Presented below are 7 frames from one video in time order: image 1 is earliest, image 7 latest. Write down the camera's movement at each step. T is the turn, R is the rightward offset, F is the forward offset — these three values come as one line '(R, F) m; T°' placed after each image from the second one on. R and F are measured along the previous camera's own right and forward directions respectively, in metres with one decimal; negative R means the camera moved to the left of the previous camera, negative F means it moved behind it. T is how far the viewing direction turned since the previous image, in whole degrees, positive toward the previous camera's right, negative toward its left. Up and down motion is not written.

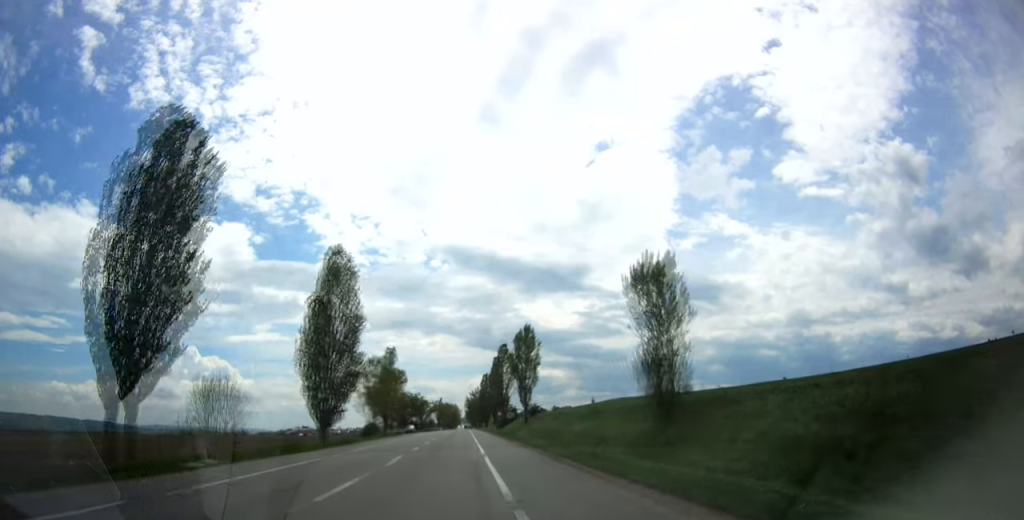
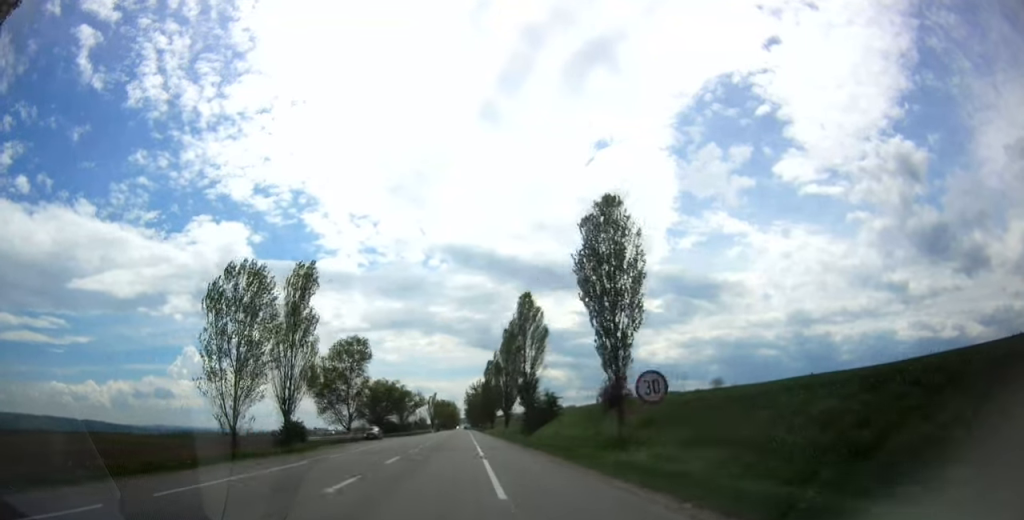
(+0.2, +45.8) m; 0°
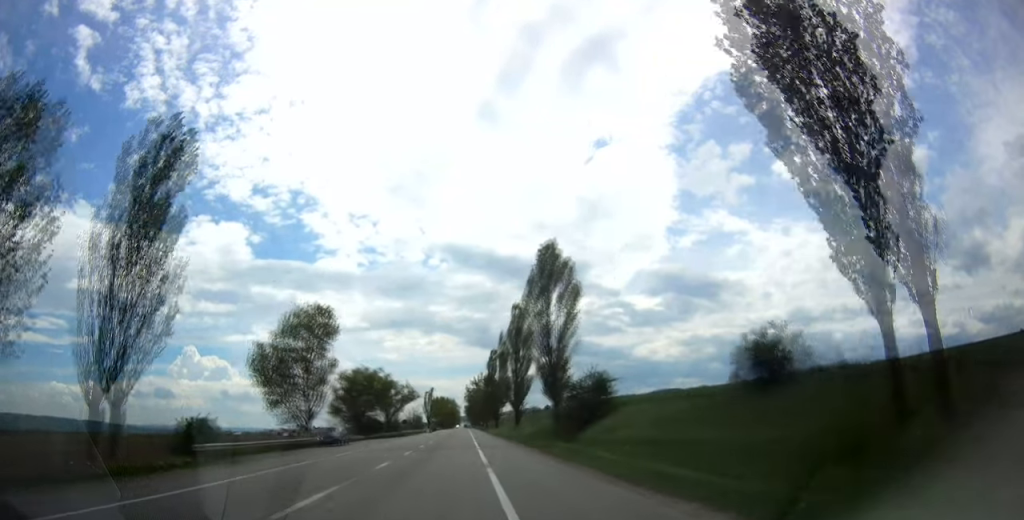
(0.0, +20.7) m; 0°
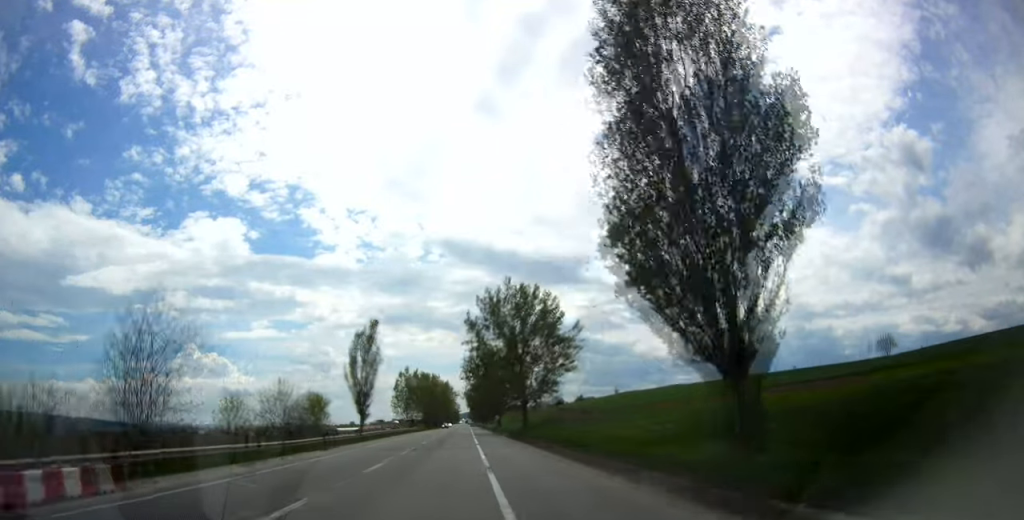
(-0.6, +123.2) m; 0°
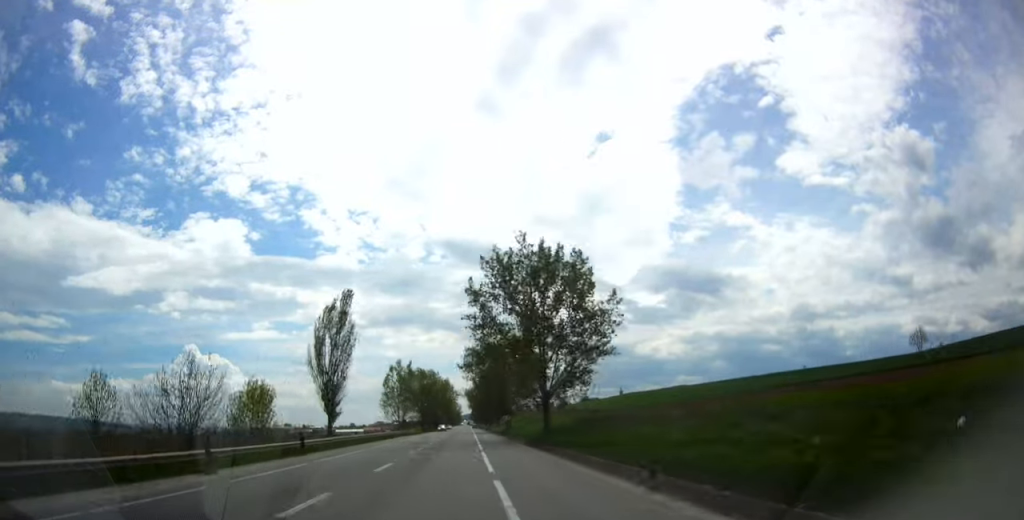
(+0.1, +17.1) m; 0°
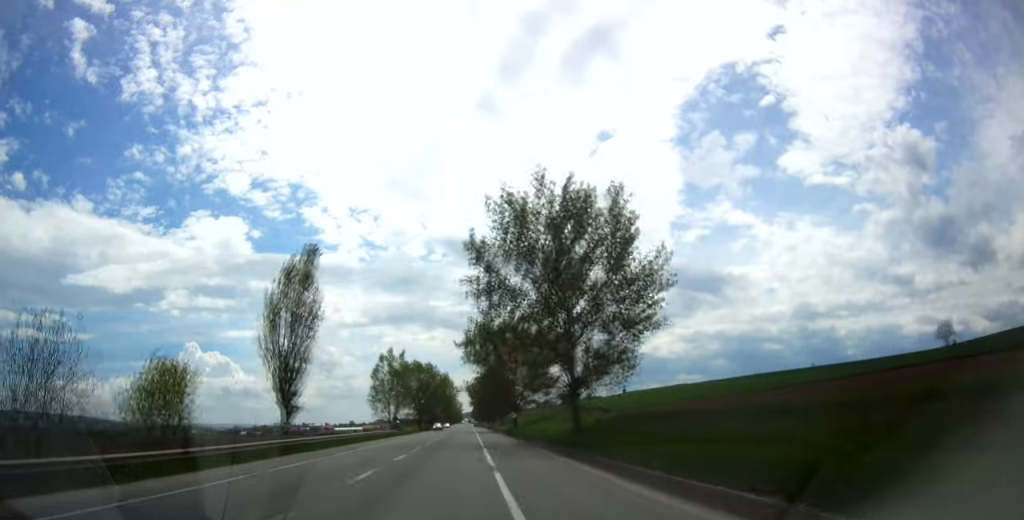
(-0.2, +13.2) m; 0°
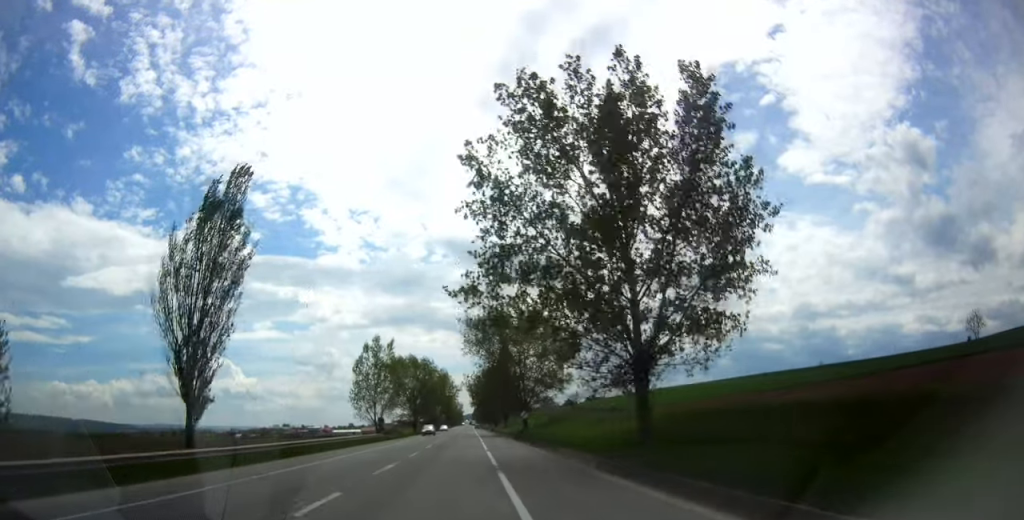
(-0.2, +14.4) m; 0°
